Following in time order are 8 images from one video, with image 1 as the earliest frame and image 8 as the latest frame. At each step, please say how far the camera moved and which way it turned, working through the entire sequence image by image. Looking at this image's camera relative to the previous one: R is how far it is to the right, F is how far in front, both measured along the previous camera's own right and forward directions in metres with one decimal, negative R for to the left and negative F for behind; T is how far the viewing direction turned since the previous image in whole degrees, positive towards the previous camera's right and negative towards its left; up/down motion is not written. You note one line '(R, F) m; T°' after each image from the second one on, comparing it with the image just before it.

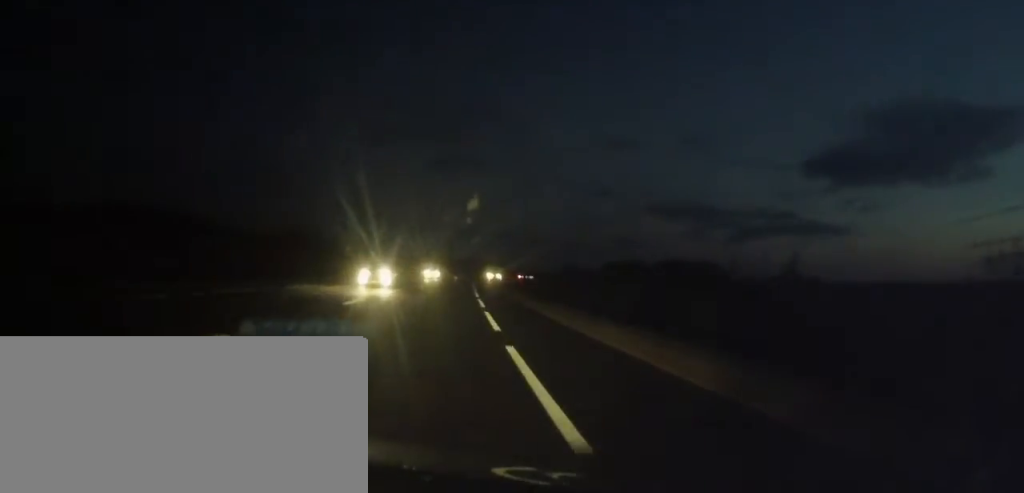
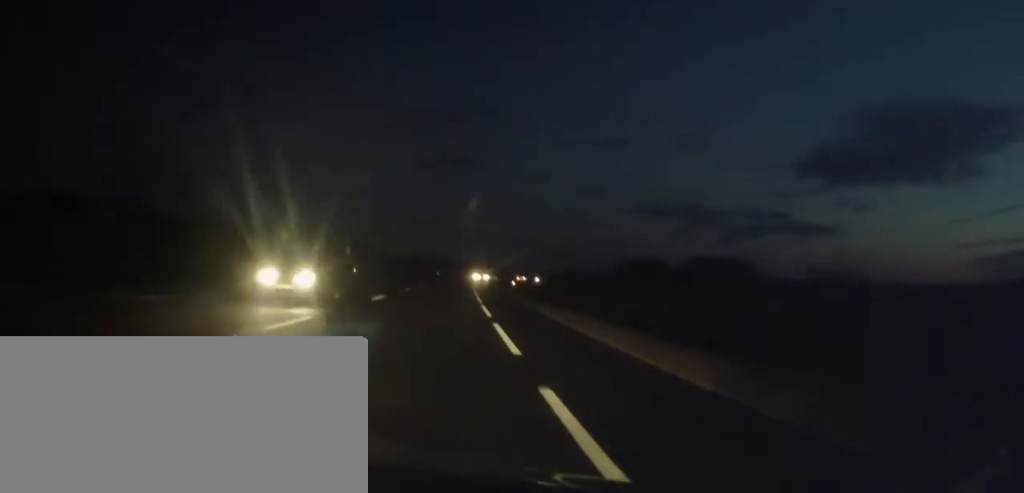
(+0.1, +30.9) m; 0°
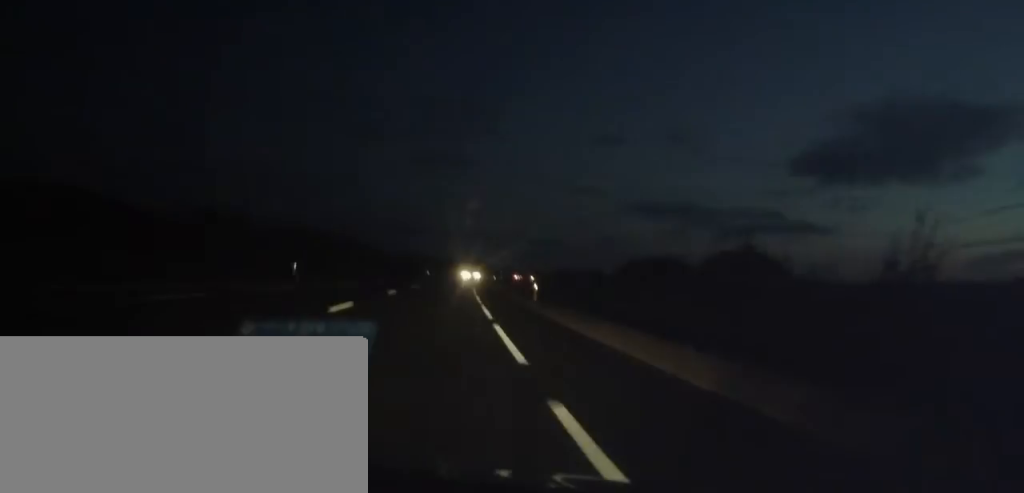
(-0.2, +19.0) m; 0°
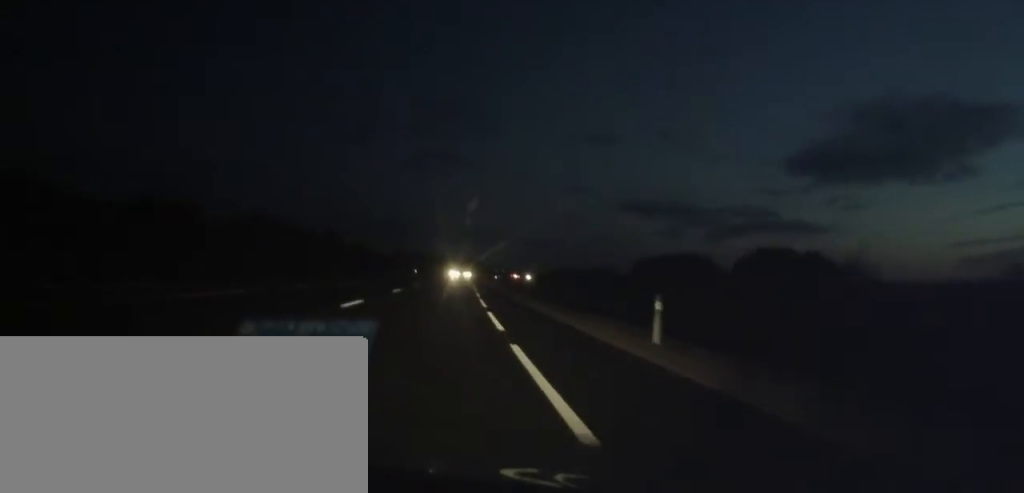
(+0.4, +22.4) m; +2°
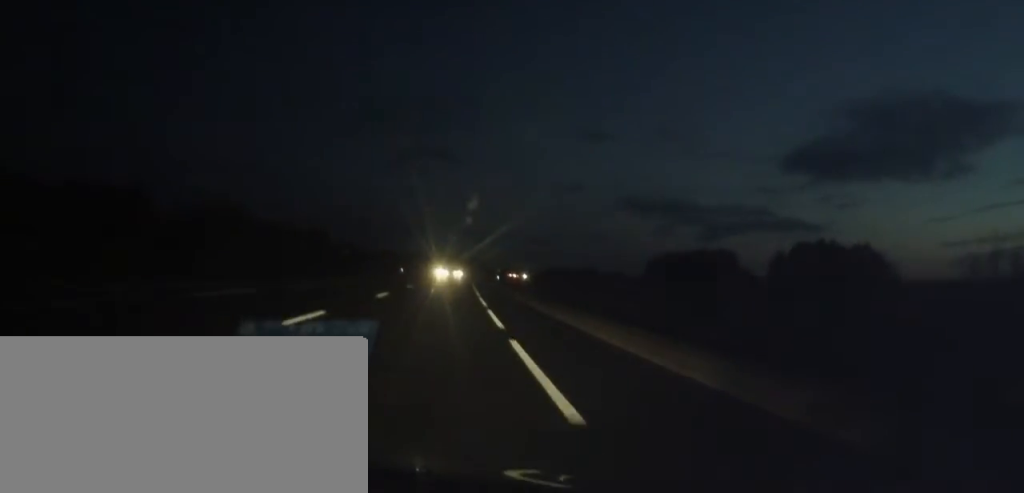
(+0.2, +17.6) m; +1°
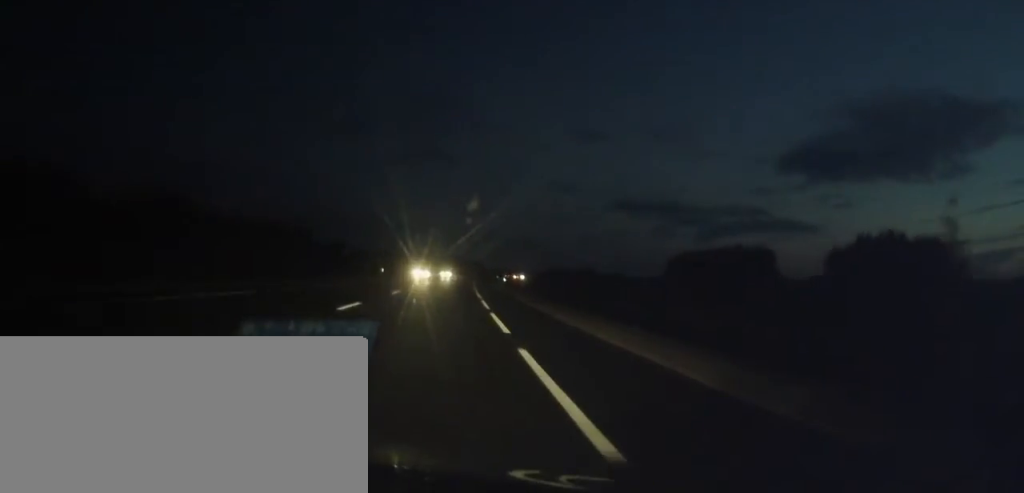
(+0.1, +19.3) m; 0°
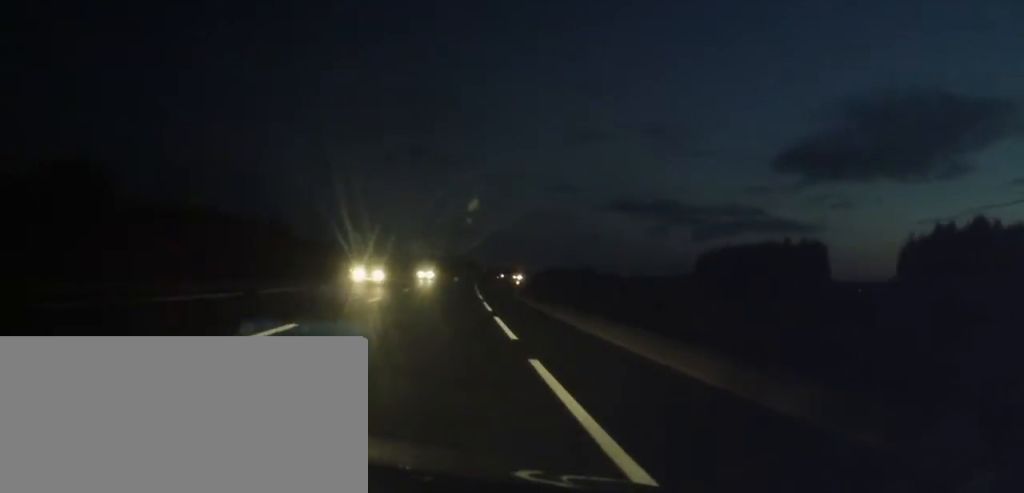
(0.0, +19.4) m; 0°
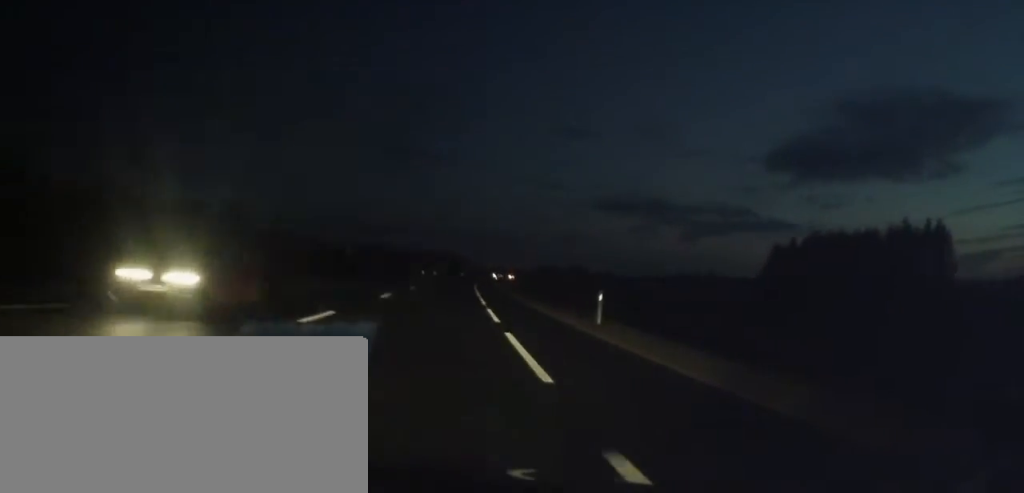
(+0.2, +32.3) m; +1°
